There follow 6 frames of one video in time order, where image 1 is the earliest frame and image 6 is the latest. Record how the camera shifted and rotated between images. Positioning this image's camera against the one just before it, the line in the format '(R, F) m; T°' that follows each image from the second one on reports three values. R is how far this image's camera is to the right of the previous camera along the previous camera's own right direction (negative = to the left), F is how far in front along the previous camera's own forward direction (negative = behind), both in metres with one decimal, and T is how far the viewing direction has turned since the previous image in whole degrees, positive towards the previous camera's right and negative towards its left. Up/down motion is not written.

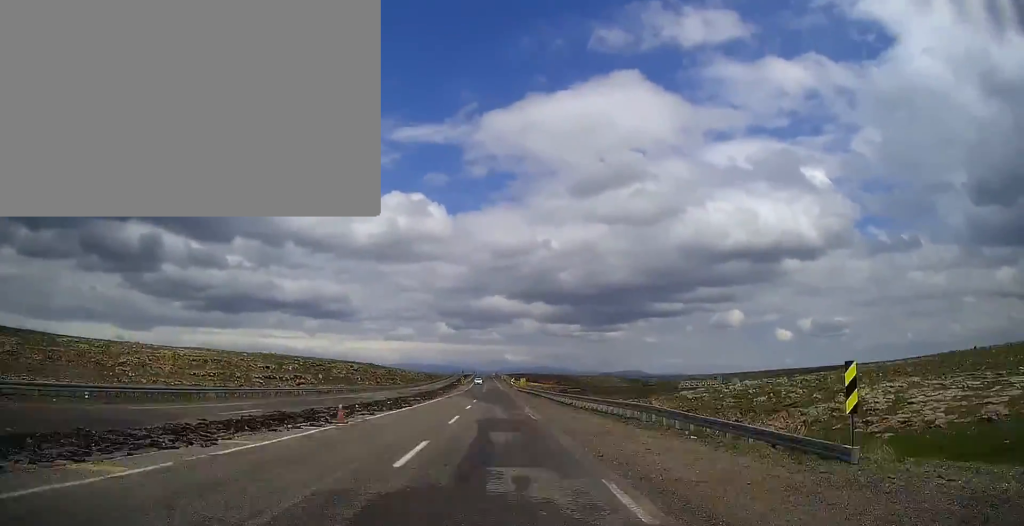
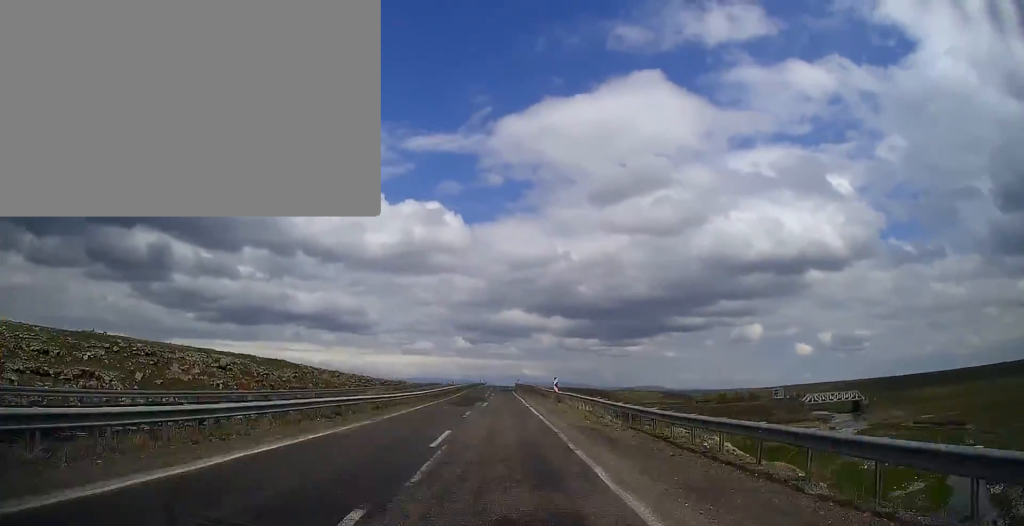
(-0.5, +139.1) m; 0°
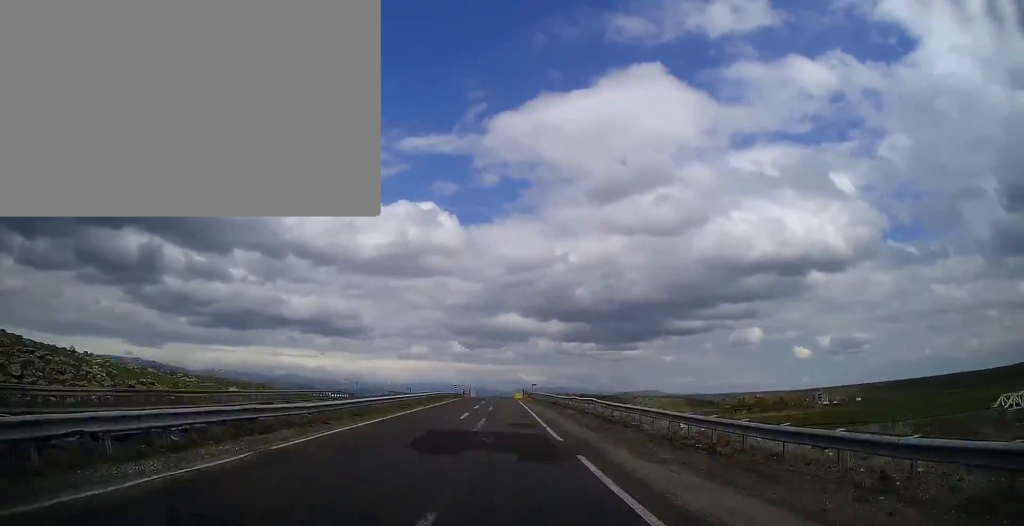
(-0.6, +105.4) m; 0°
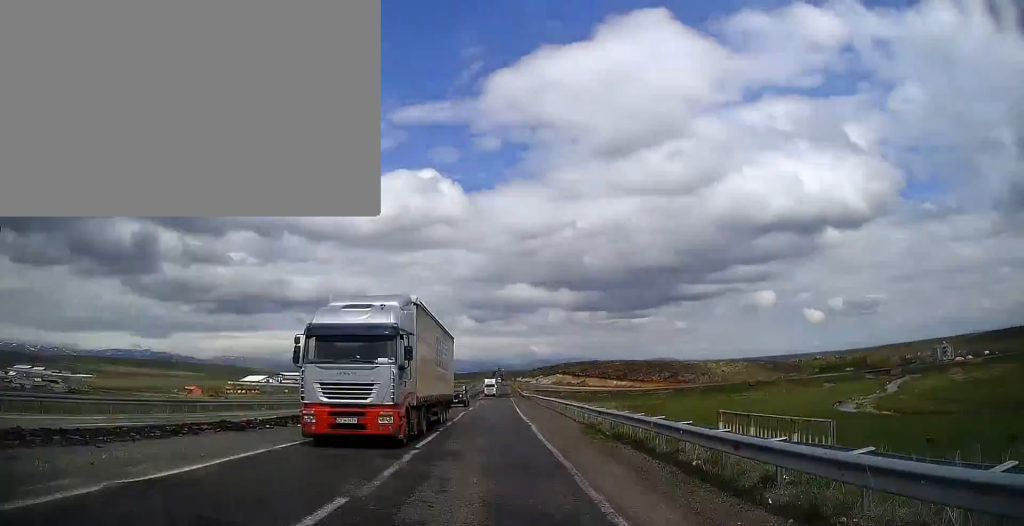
(-0.2, +180.9) m; 0°
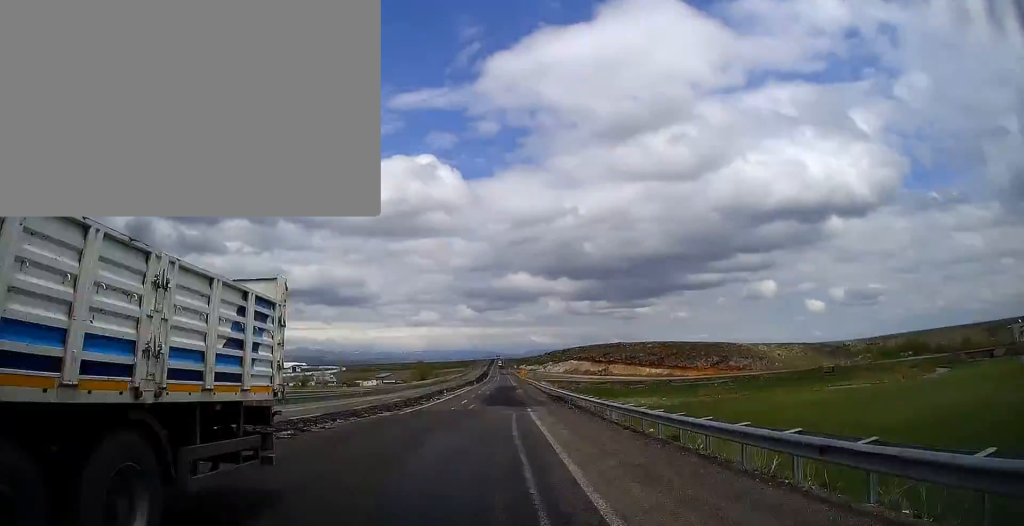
(-0.2, +87.2) m; 0°
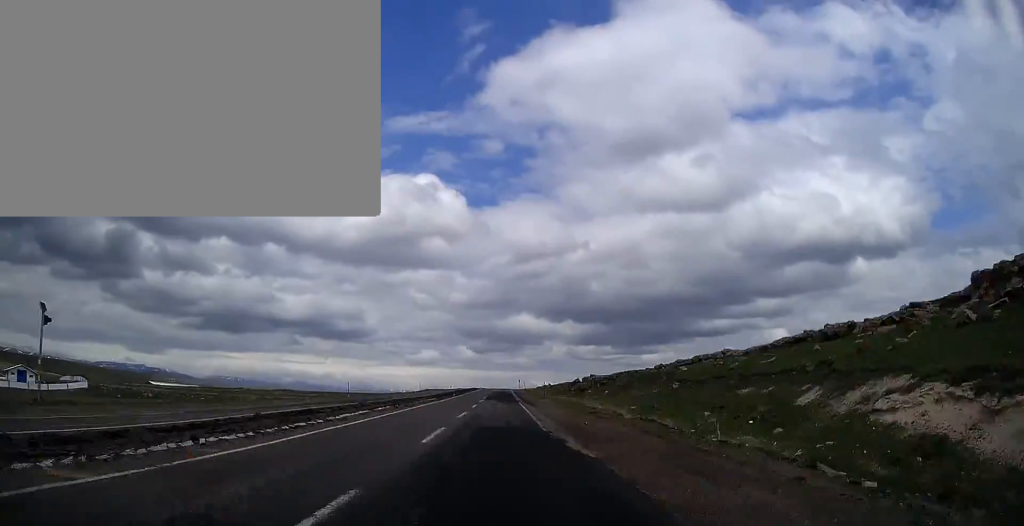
(-1.4, +364.8) m; 0°
